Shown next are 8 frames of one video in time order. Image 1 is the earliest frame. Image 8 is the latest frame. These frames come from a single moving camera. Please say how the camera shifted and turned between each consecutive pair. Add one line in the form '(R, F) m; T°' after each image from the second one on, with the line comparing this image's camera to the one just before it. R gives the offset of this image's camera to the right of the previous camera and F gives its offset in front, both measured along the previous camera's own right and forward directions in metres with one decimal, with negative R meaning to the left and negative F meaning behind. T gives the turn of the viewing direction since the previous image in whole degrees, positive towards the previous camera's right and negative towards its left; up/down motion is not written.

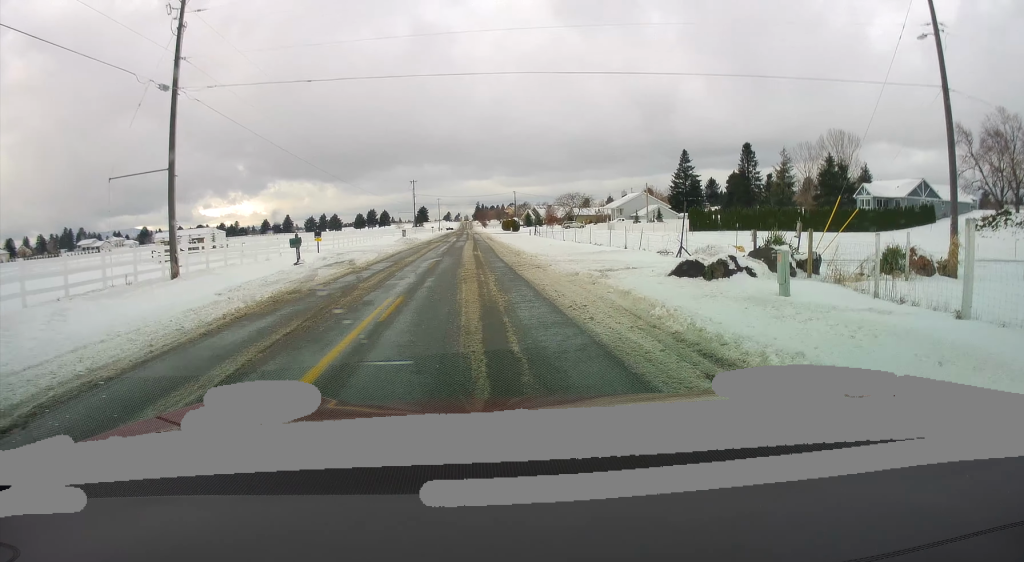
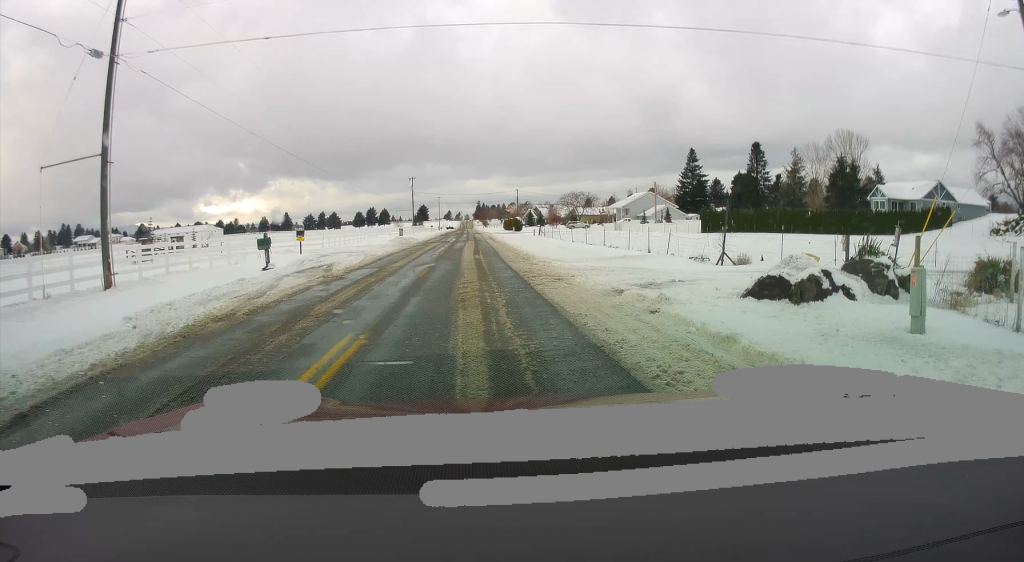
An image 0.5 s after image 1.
(0.0, +4.1) m; 0°
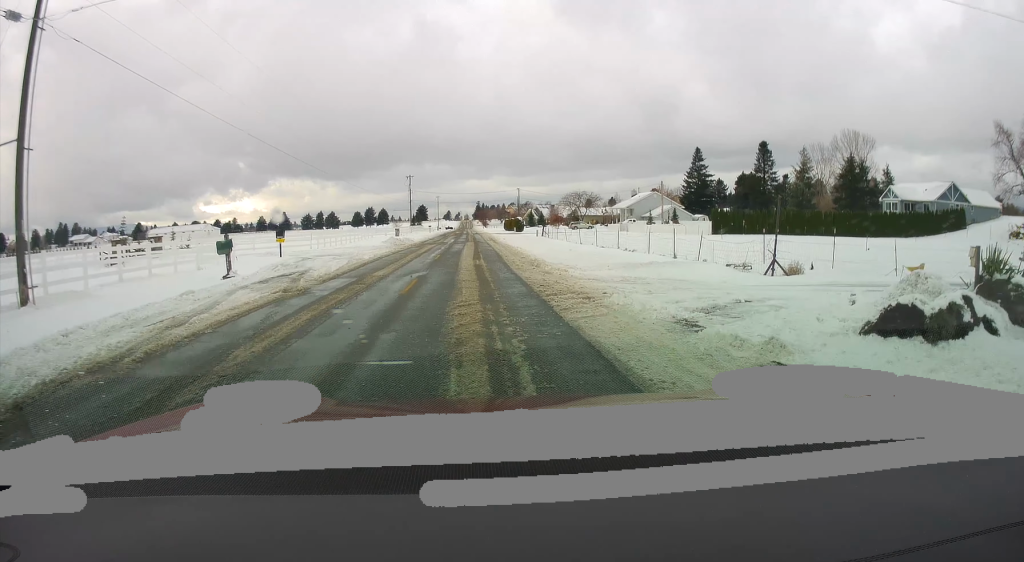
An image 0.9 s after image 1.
(0.0, +4.1) m; 0°
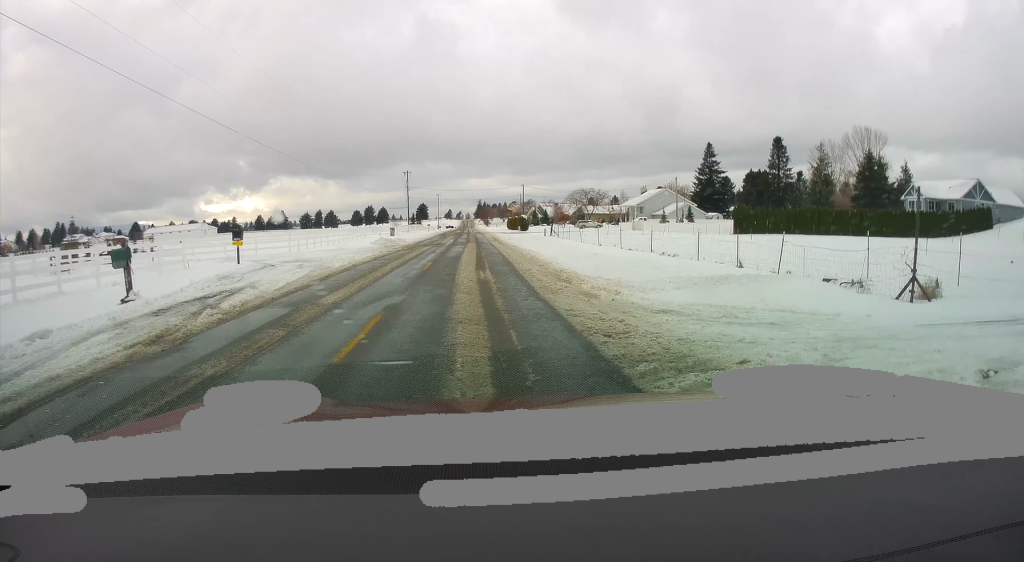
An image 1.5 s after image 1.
(0.0, +6.2) m; 0°
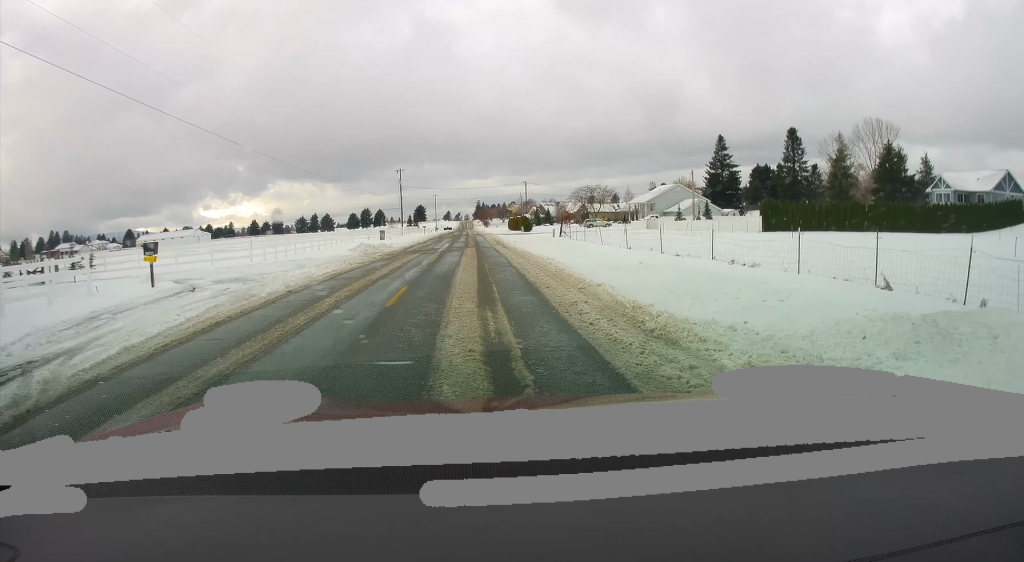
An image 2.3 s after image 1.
(0.0, +8.0) m; 0°
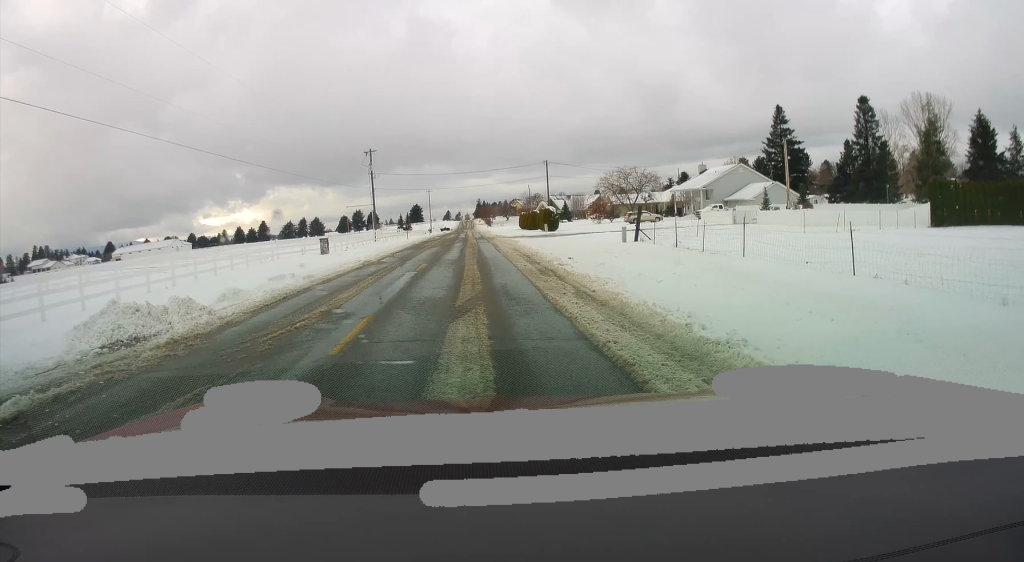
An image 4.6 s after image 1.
(0.0, +26.7) m; 0°
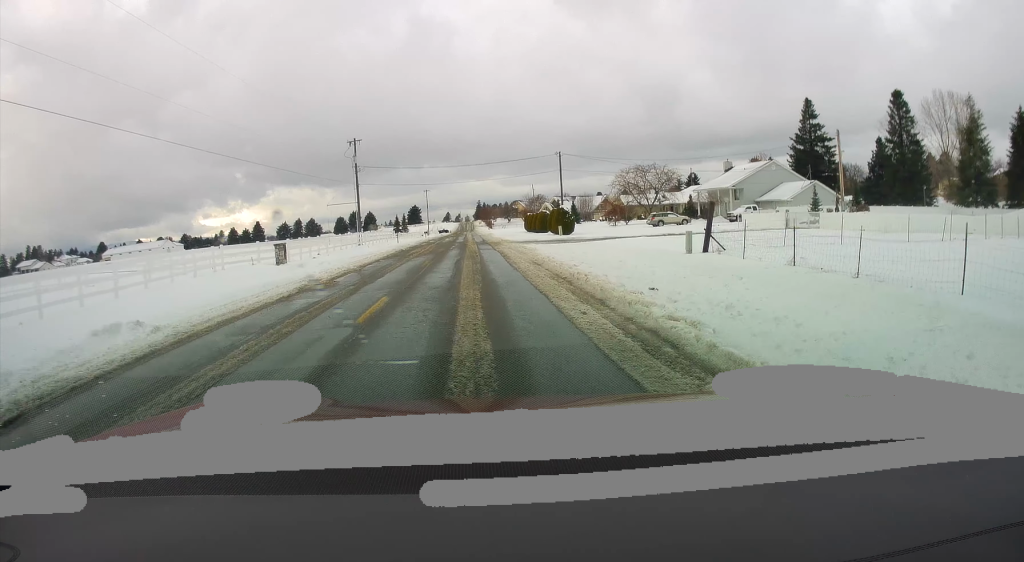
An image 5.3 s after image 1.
(0.0, +9.3) m; 0°
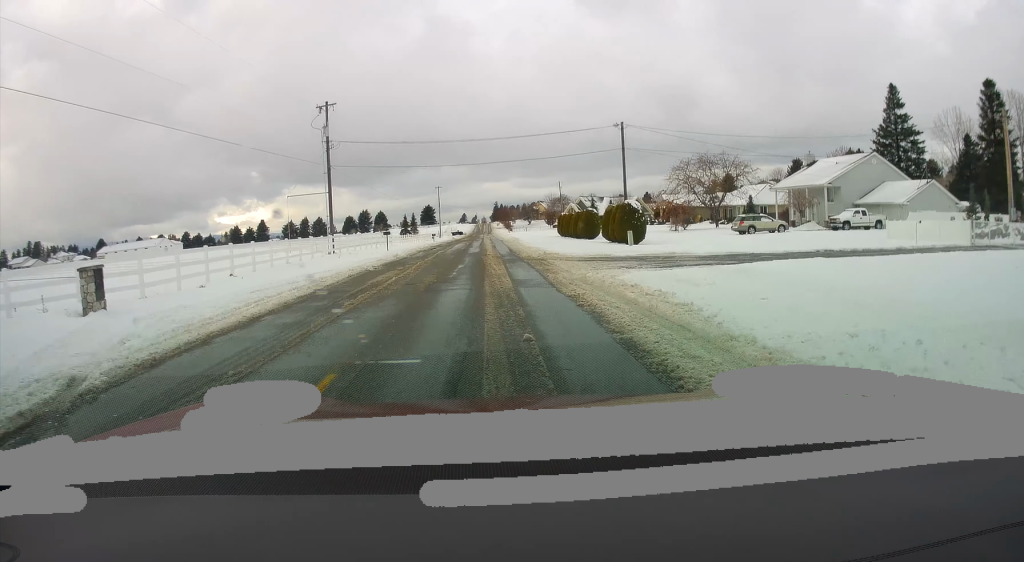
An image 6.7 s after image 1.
(0.0, +18.3) m; 0°
